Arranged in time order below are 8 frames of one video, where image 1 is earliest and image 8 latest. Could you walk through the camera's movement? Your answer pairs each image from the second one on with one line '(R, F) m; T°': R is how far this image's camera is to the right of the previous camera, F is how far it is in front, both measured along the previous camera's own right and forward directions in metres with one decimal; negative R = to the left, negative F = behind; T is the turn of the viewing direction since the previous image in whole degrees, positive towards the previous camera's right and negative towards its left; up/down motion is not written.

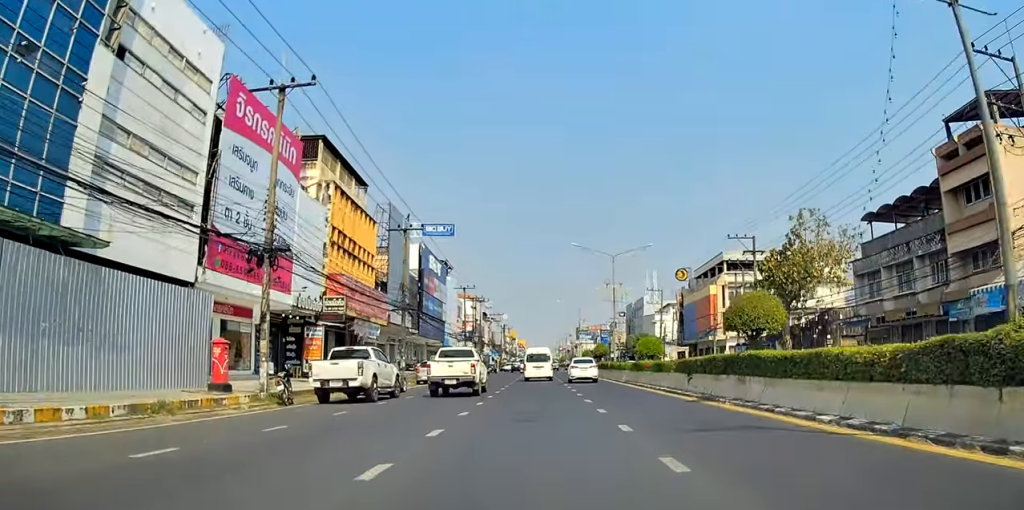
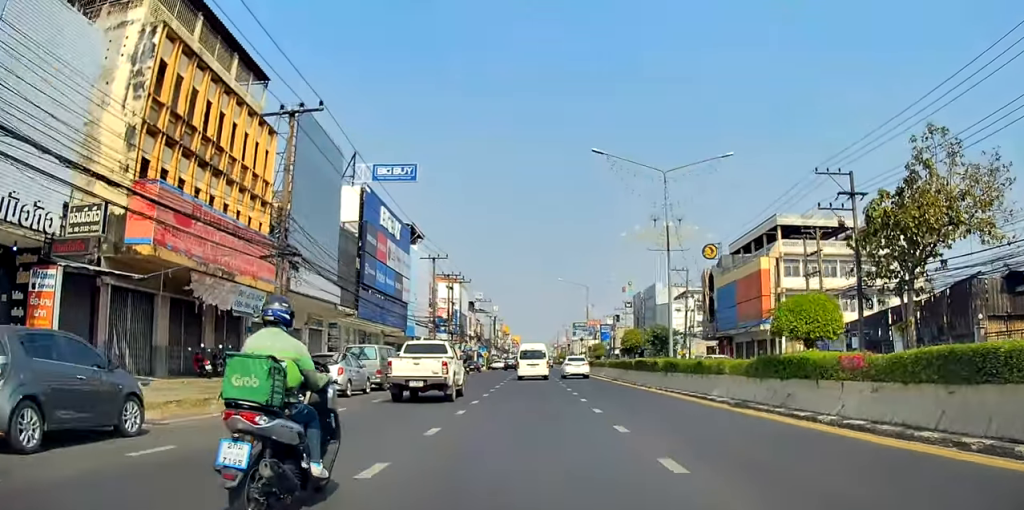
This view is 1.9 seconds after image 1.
(-0.1, +21.4) m; +3°
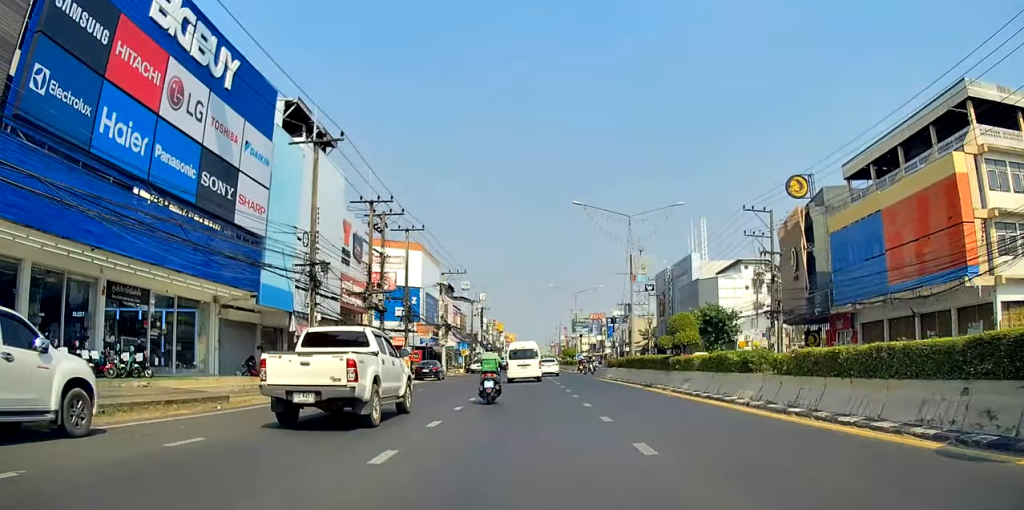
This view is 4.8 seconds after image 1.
(-0.1, +32.4) m; -1°
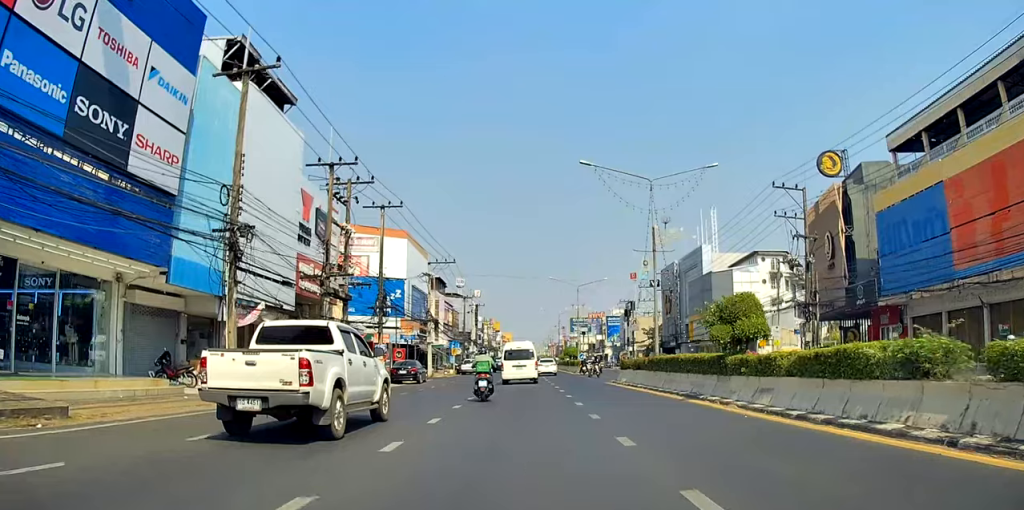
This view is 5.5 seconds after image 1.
(0.0, +7.6) m; 0°
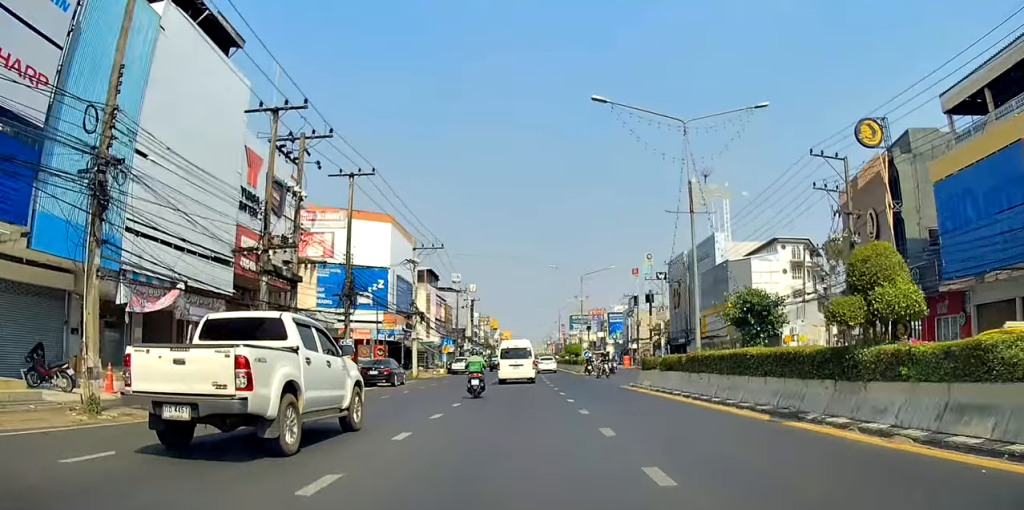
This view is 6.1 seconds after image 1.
(0.0, +6.9) m; 0°
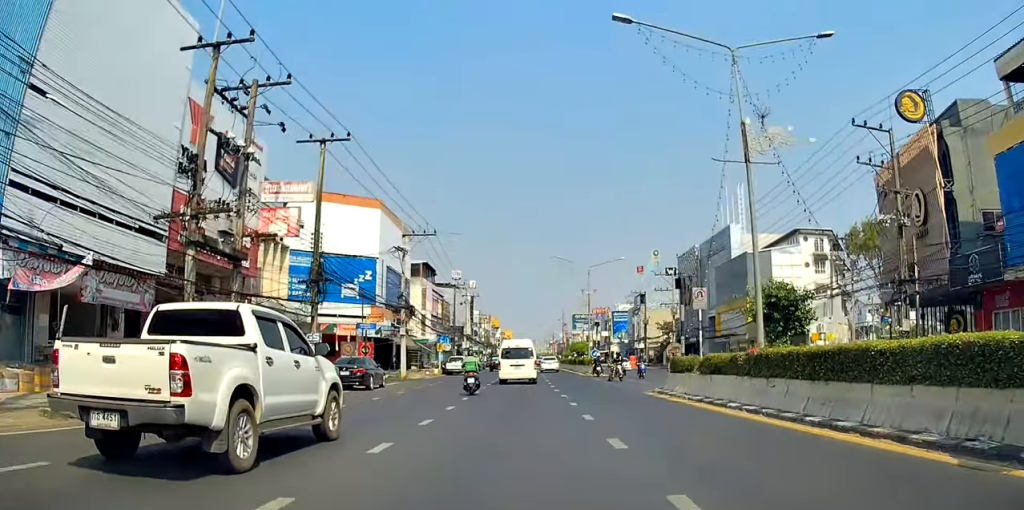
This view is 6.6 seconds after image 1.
(0.0, +5.1) m; 0°
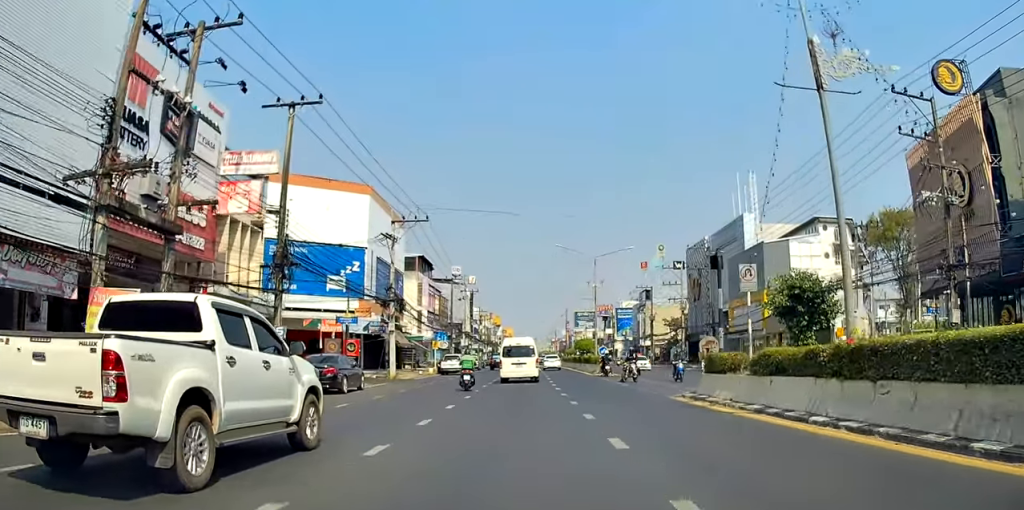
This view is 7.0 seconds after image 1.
(0.0, +4.3) m; 0°
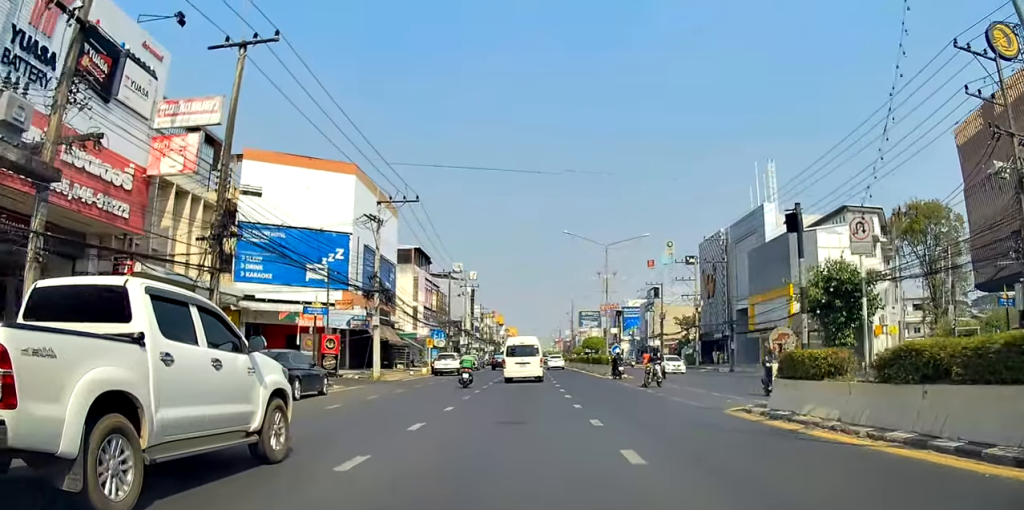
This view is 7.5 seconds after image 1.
(0.0, +5.4) m; -1°
